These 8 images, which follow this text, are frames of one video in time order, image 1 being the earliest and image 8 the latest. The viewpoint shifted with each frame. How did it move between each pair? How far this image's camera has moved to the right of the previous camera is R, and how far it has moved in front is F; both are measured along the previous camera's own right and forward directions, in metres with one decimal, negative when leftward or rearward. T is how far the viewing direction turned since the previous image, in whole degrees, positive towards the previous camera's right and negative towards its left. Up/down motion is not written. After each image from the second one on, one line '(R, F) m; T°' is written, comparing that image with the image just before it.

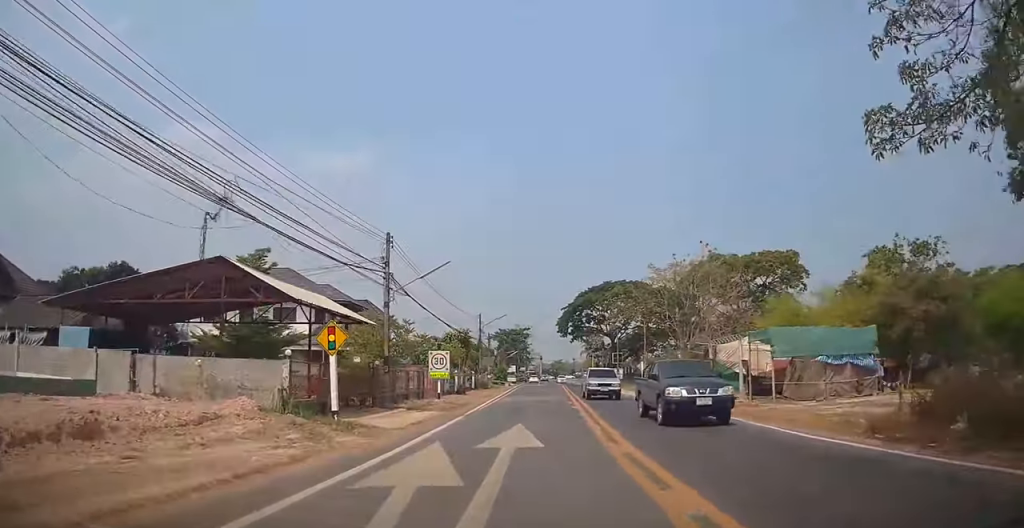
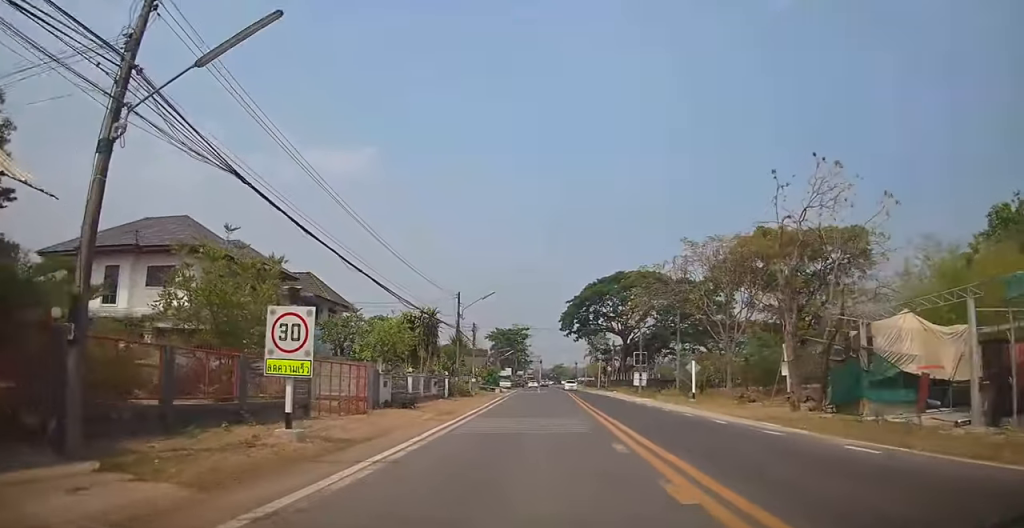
(-0.2, +15.7) m; -1°
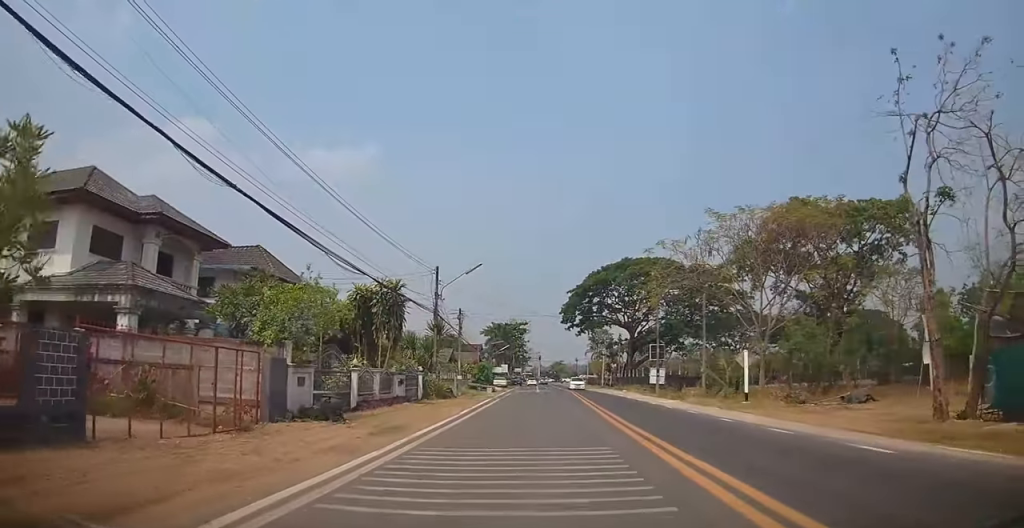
(0.0, +8.3) m; 0°
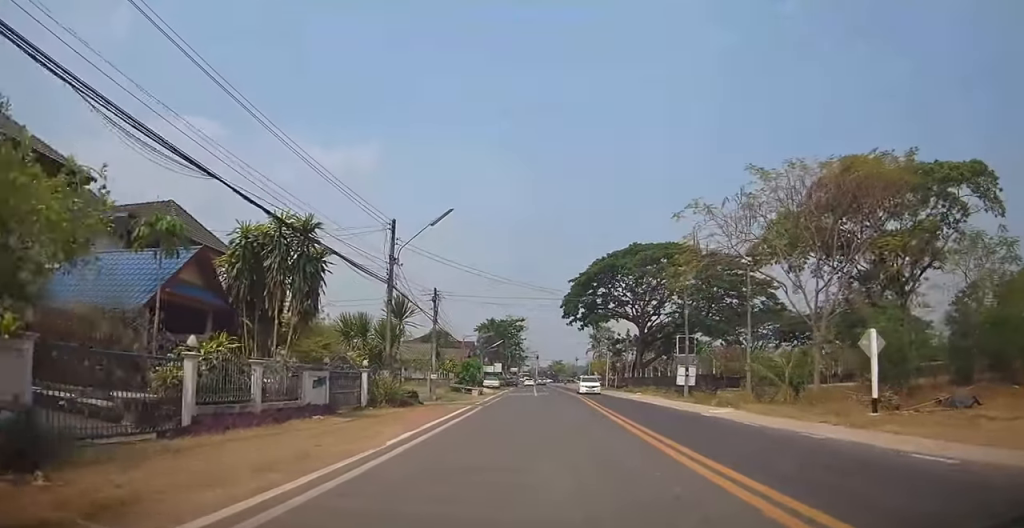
(+0.1, +9.7) m; -1°
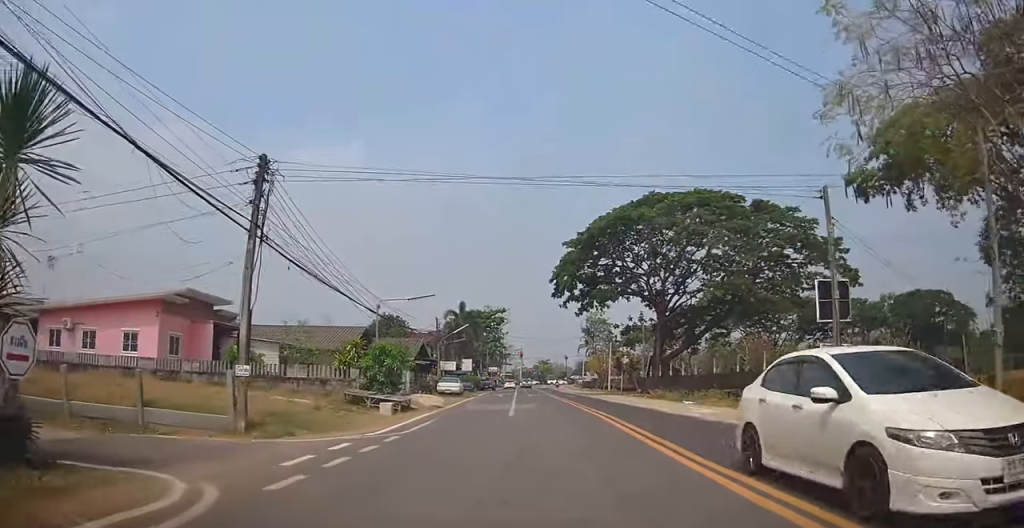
(-0.2, +20.9) m; +2°
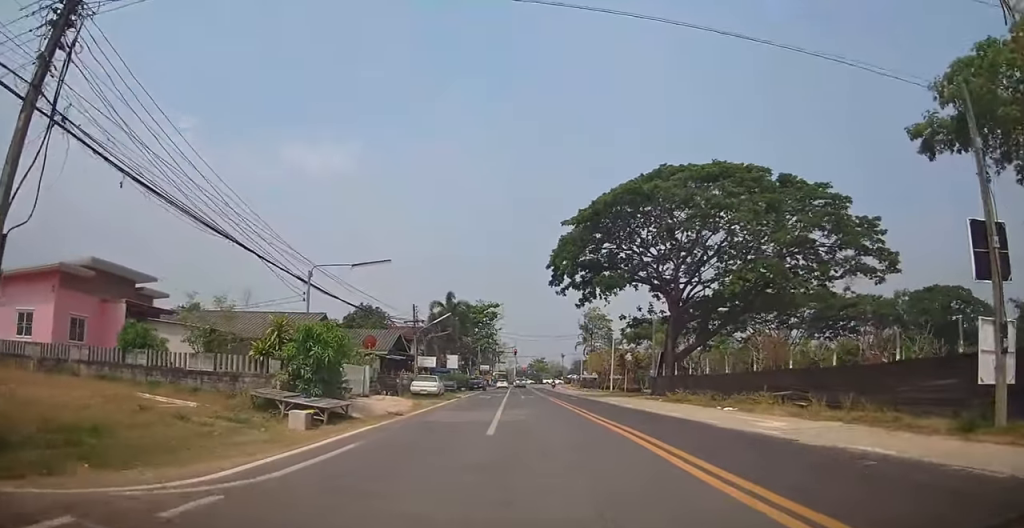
(+0.3, +7.1) m; 0°
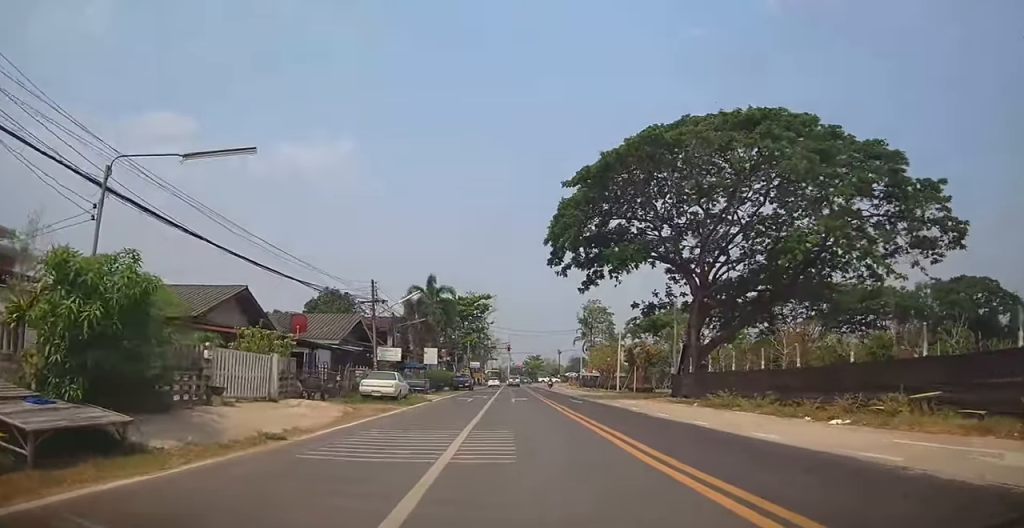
(-0.1, +9.3) m; 0°
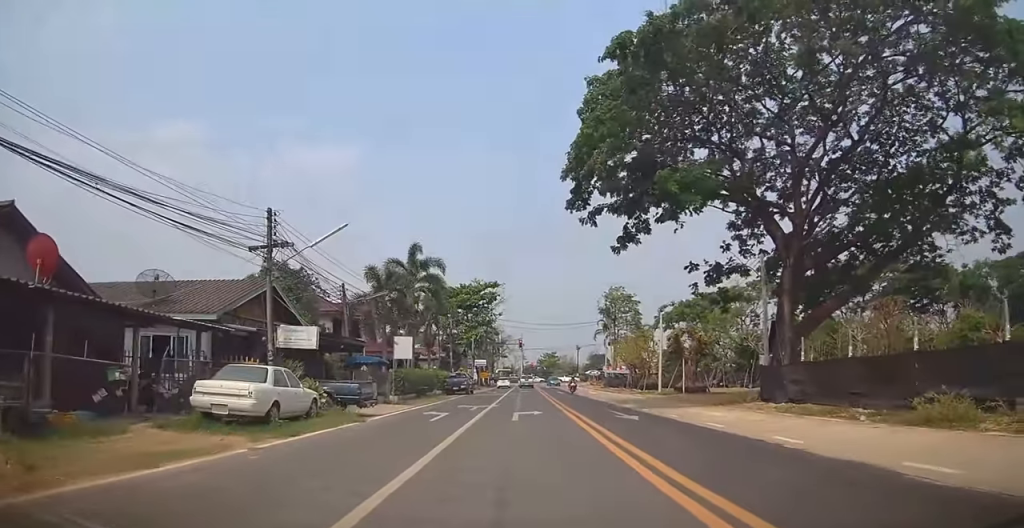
(0.0, +14.1) m; -1°
